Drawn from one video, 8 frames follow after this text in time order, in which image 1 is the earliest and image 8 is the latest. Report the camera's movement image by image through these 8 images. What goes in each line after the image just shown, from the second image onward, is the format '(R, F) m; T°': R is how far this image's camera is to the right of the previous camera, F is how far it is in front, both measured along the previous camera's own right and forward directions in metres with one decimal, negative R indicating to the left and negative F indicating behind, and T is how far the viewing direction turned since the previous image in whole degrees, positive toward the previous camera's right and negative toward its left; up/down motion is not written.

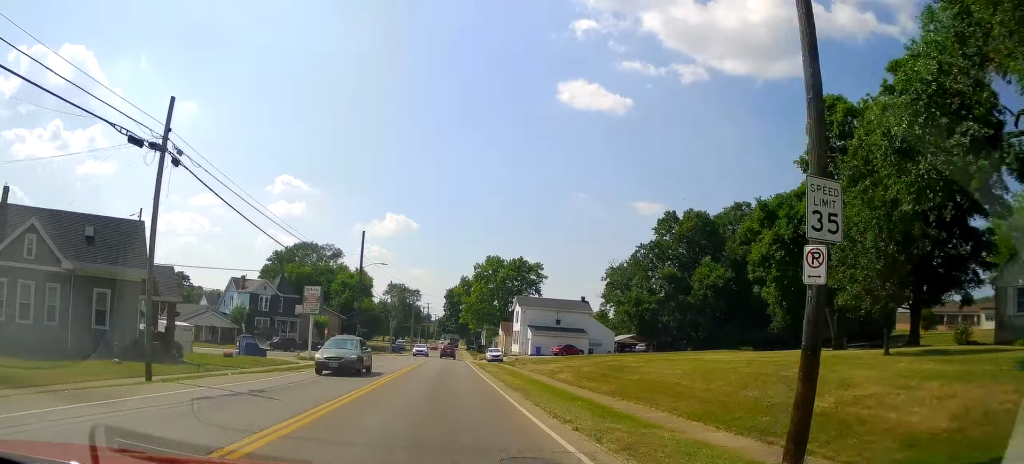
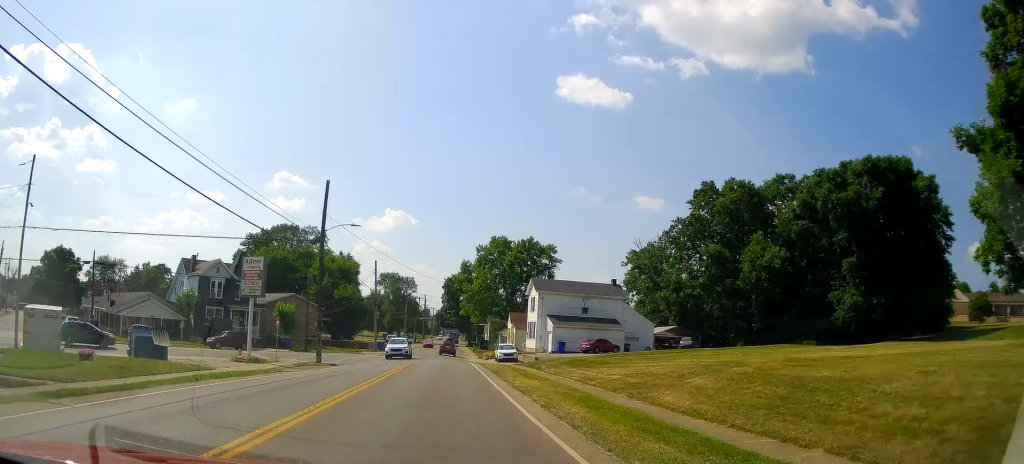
(+0.3, +17.7) m; +1°
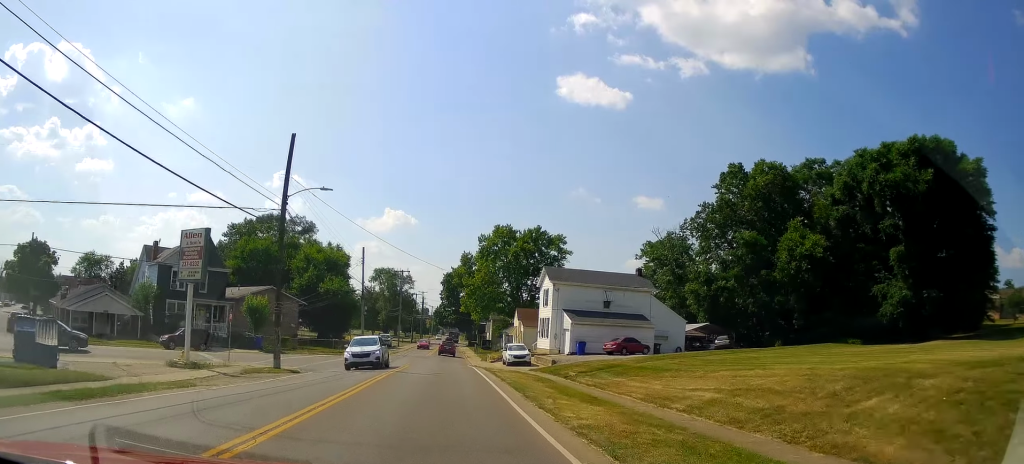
(+0.4, +10.1) m; +1°
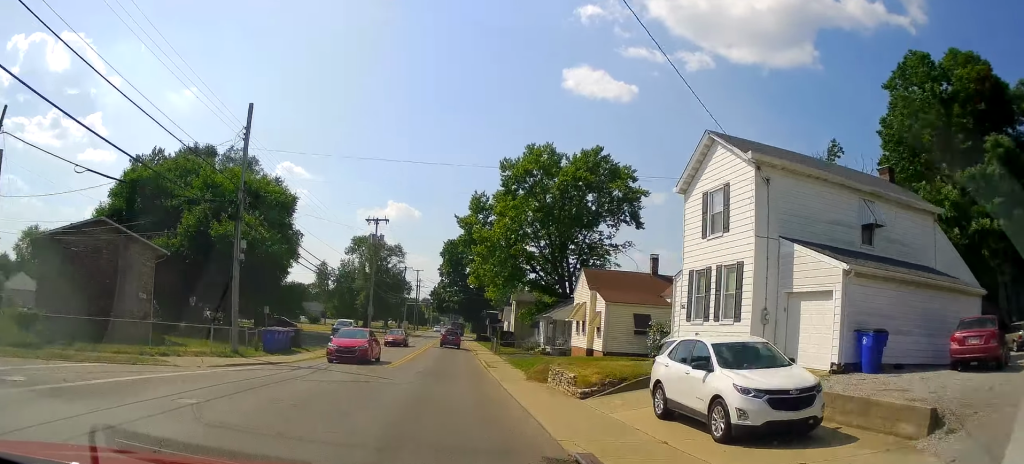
(+0.2, +39.3) m; +1°
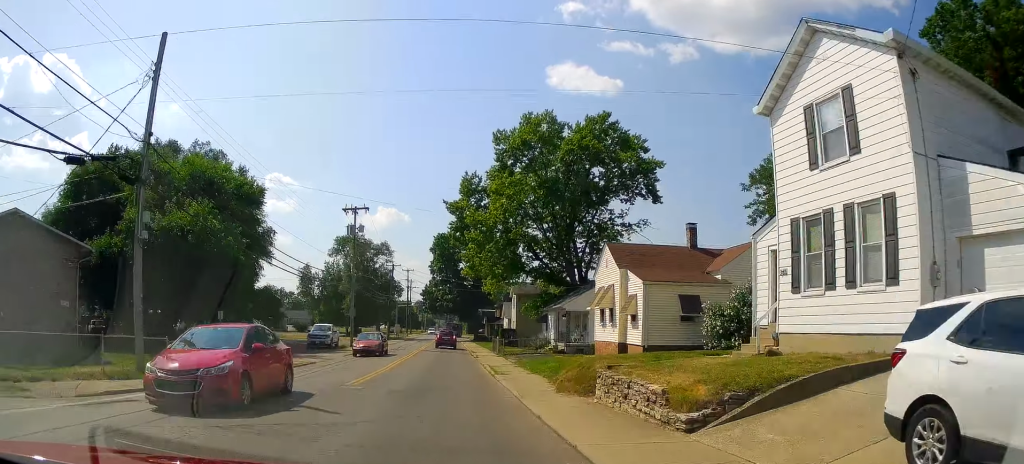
(+0.1, +8.5) m; -1°
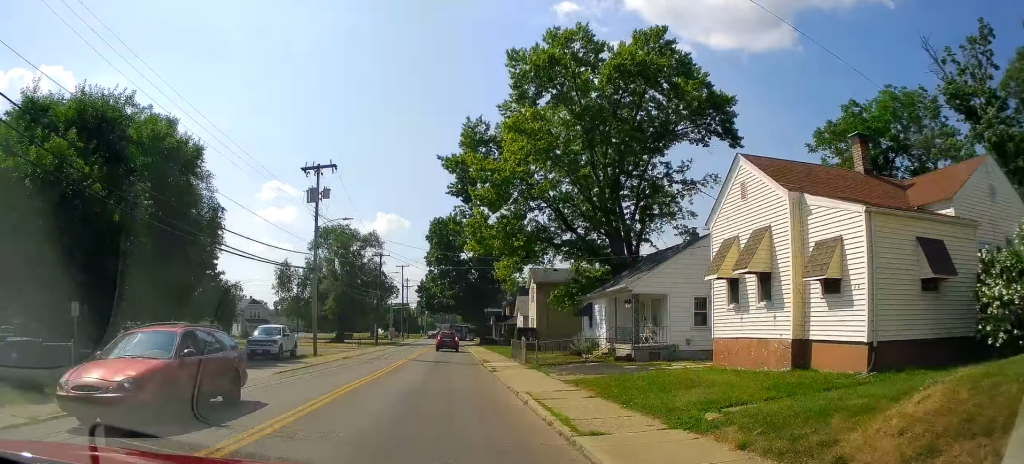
(-0.5, +16.8) m; 0°
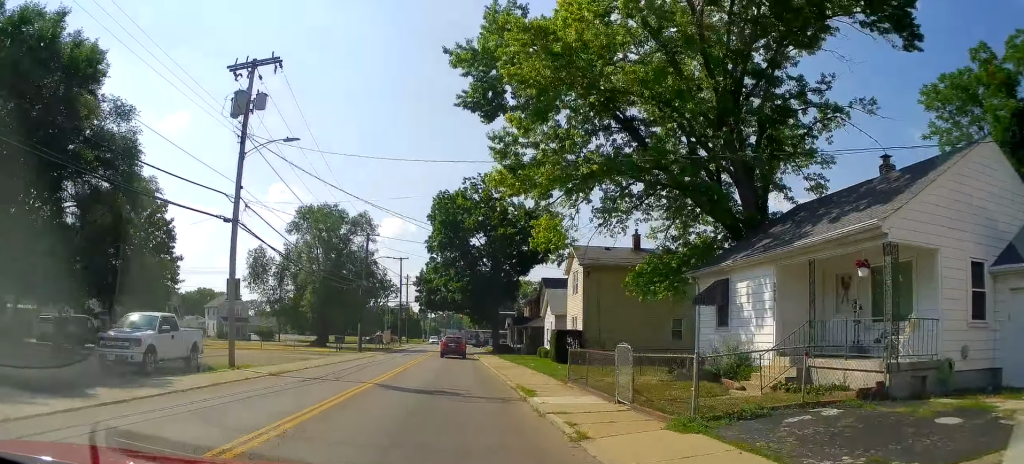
(+0.4, +17.8) m; +2°
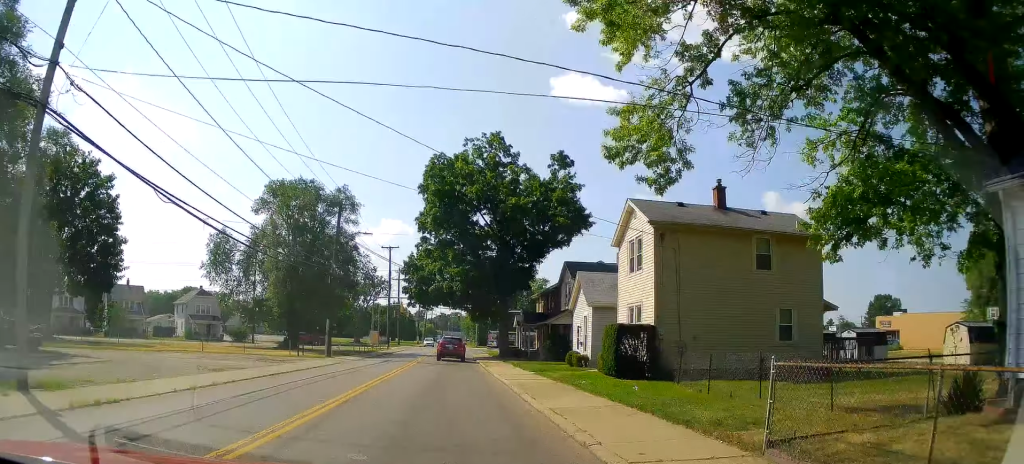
(+0.3, +14.2) m; +1°
